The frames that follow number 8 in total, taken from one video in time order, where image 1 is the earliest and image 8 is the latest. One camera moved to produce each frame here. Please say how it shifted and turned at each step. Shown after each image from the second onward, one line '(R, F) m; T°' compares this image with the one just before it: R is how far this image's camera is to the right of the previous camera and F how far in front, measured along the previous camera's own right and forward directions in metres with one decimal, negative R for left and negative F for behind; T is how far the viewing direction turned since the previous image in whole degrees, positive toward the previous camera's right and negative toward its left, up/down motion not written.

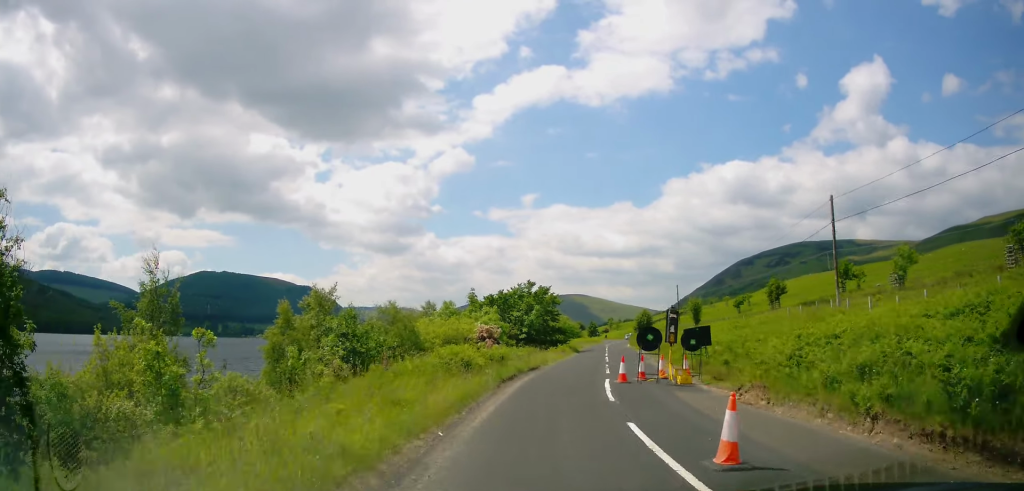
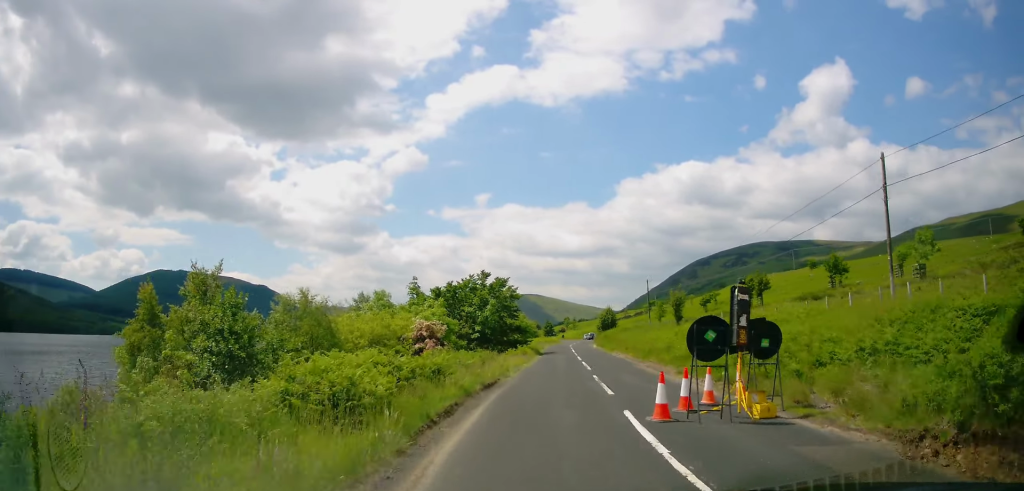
(+0.1, +8.5) m; +3°
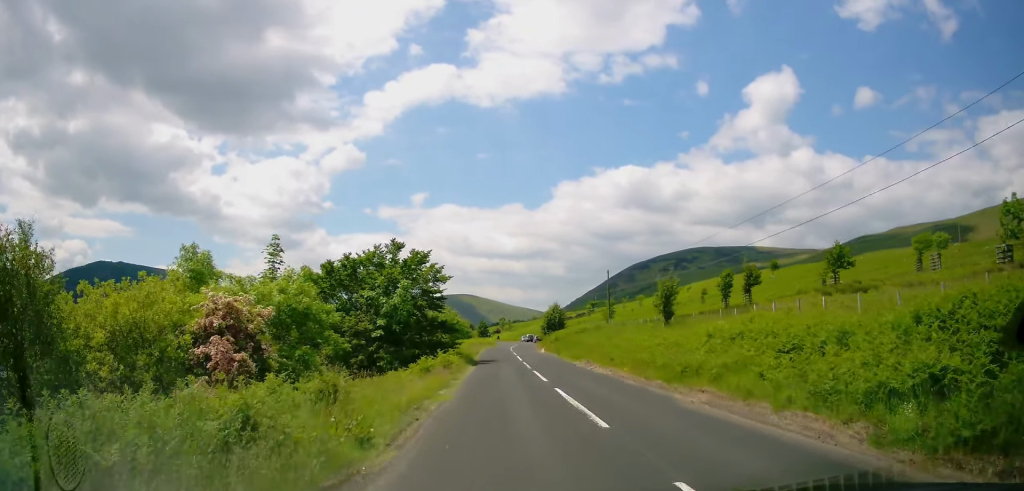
(+0.9, +14.6) m; +4°
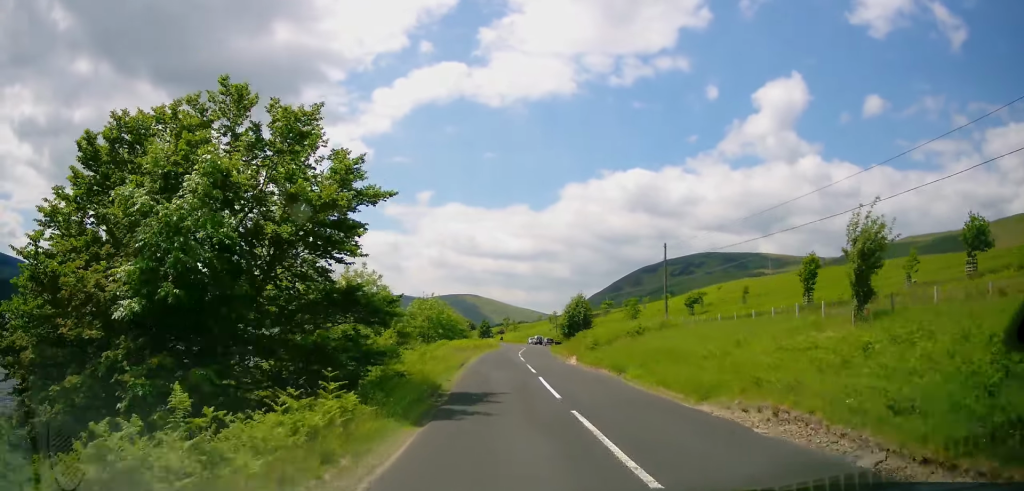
(+0.4, +20.2) m; +2°
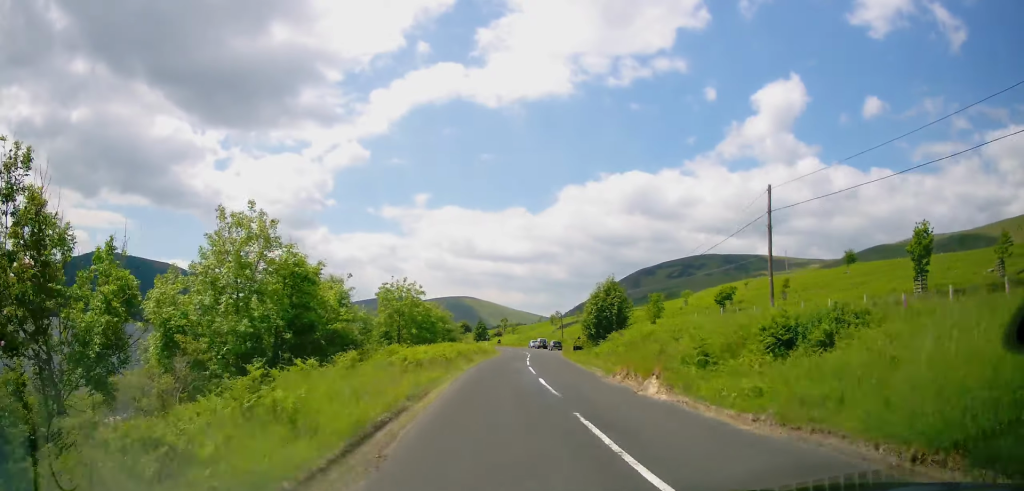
(+0.1, +16.6) m; 0°
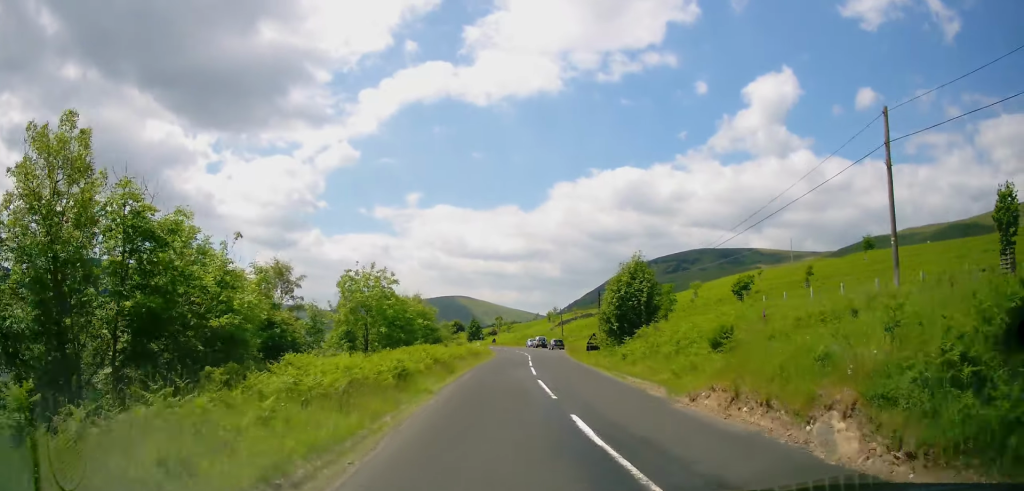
(0.0, +9.4) m; 0°
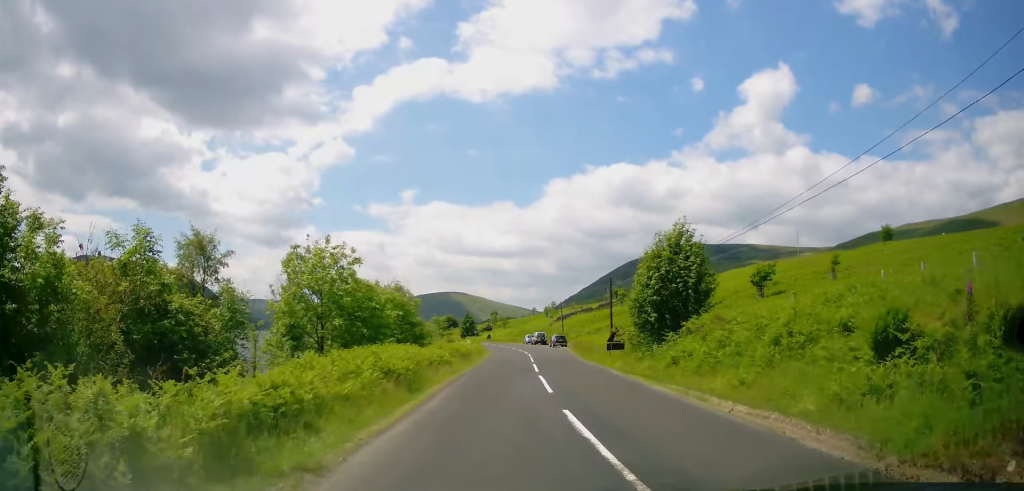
(+0.1, +8.7) m; 0°
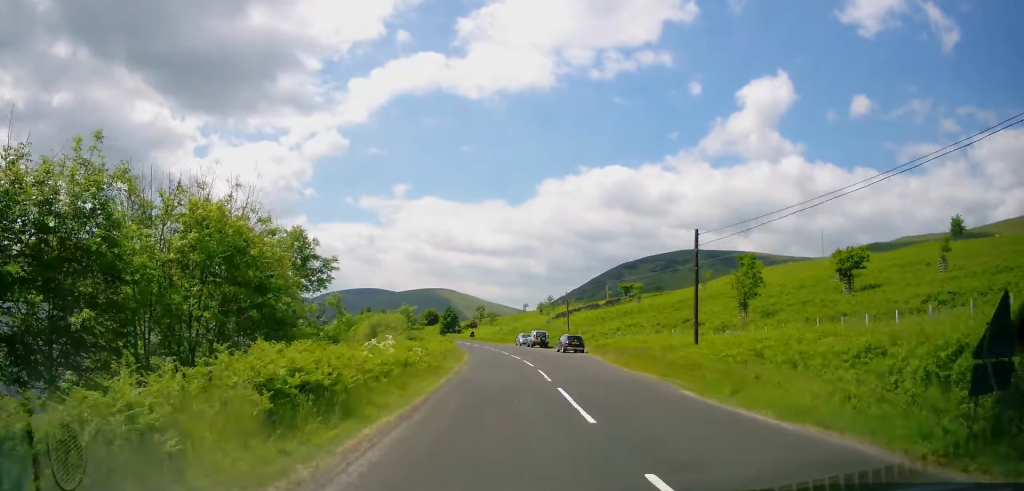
(+0.2, +23.9) m; +1°
